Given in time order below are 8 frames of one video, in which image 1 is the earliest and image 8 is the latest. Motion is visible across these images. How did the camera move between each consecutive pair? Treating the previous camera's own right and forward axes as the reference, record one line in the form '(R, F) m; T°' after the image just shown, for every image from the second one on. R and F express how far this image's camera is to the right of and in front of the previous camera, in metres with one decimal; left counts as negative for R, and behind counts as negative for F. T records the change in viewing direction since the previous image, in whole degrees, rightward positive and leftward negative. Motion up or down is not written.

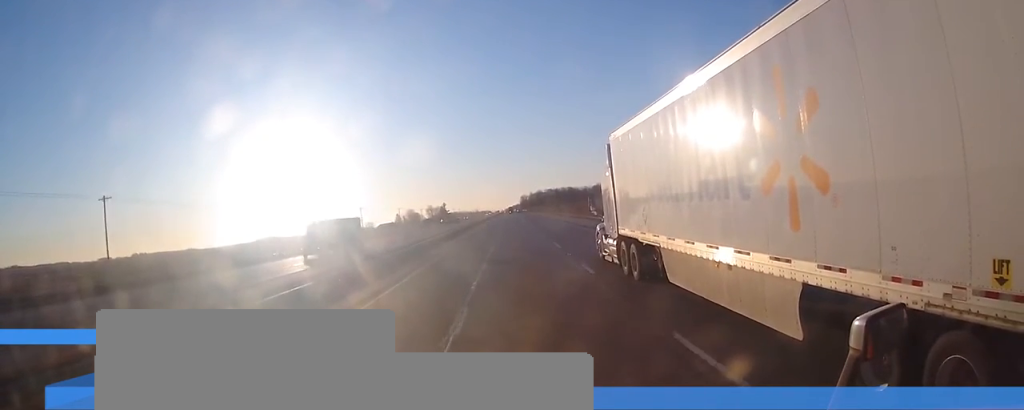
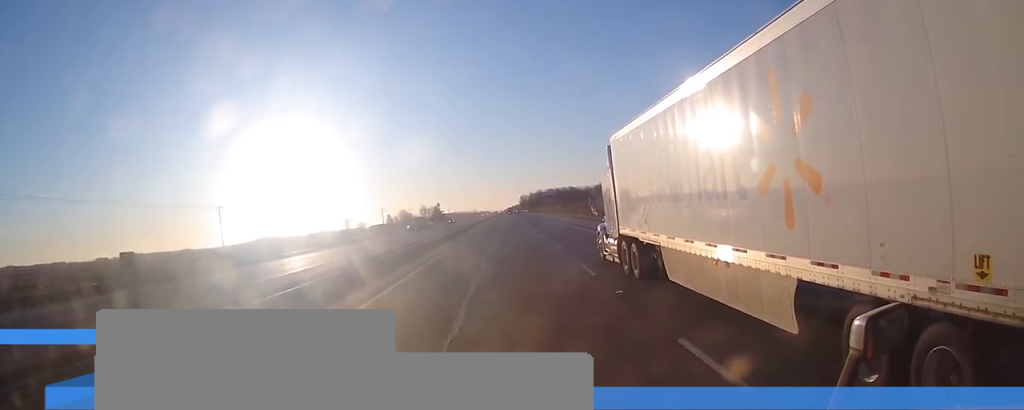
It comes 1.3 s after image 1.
(-0.4, +36.8) m; -1°
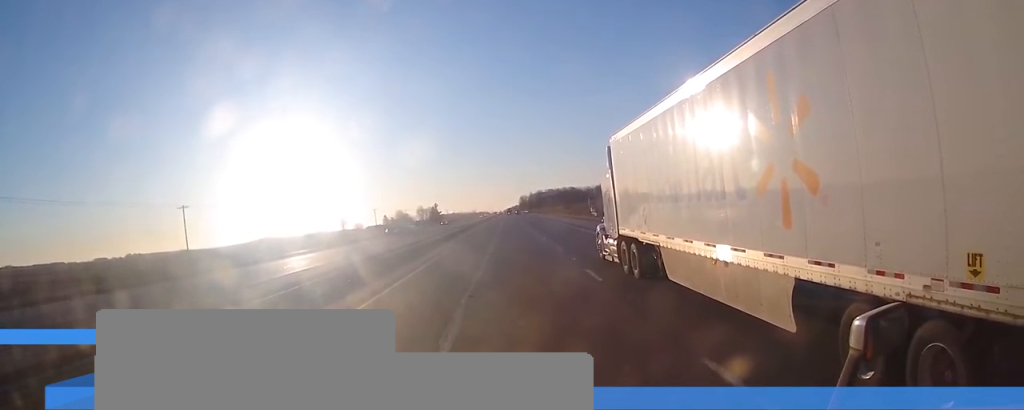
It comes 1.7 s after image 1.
(+0.1, +12.9) m; 0°
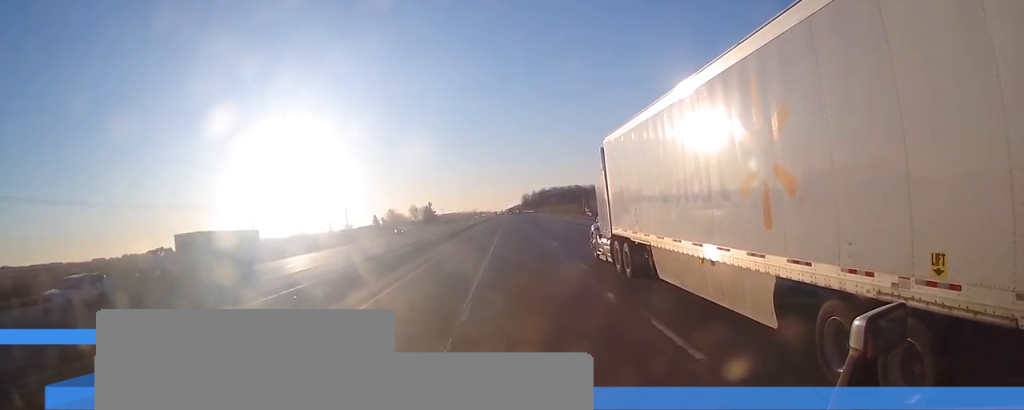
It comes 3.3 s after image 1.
(-0.1, +45.7) m; -1°
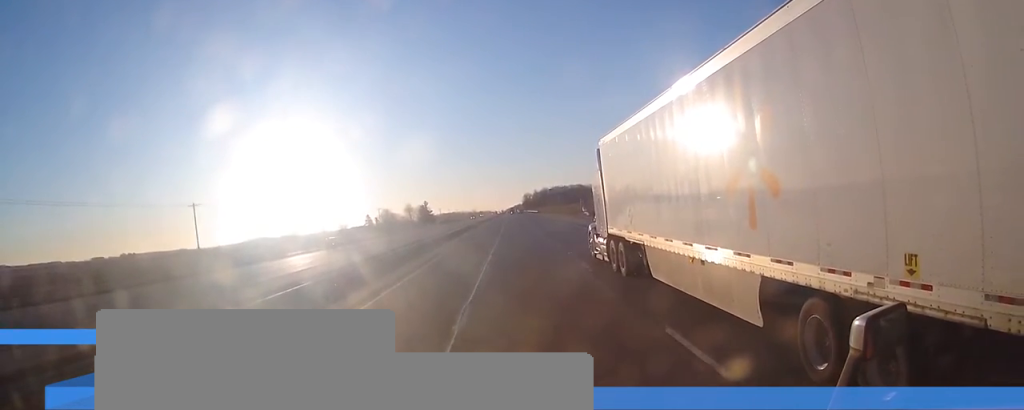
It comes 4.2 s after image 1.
(0.0, +24.8) m; 0°
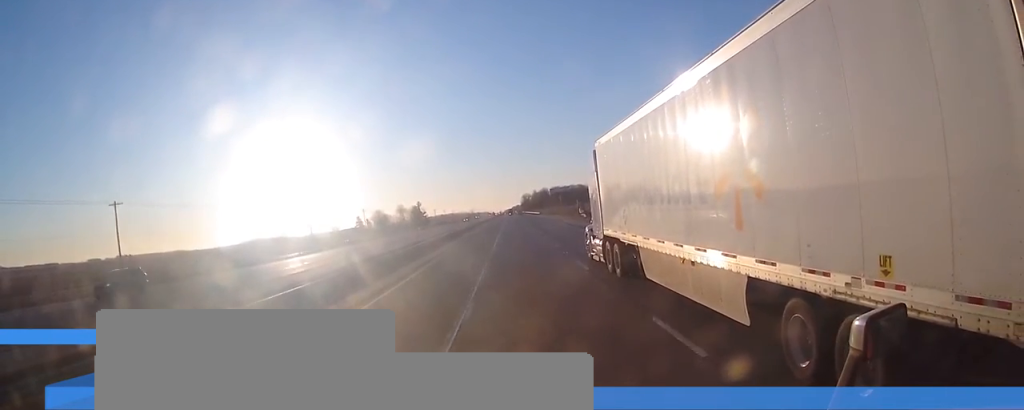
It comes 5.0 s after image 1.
(0.0, +23.8) m; 0°
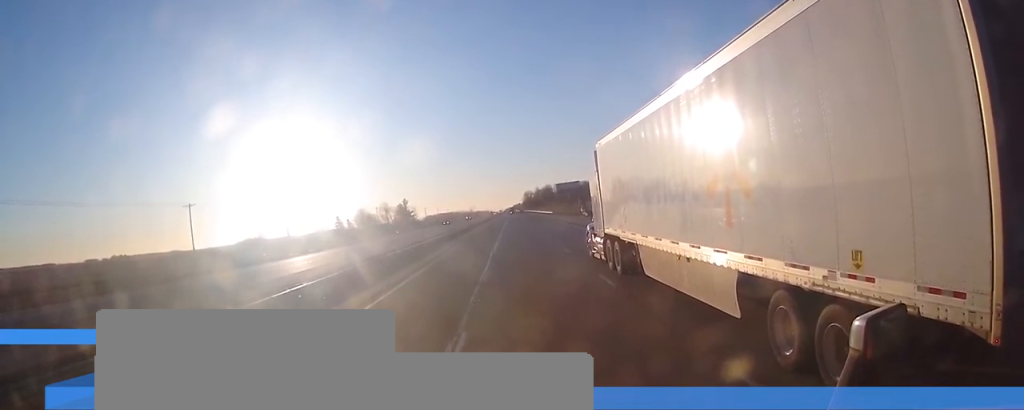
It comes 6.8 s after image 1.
(-0.3, +53.5) m; 0°
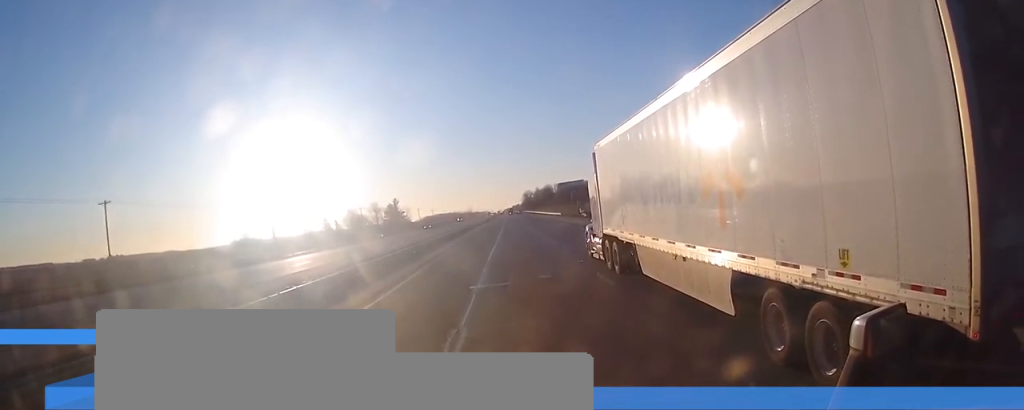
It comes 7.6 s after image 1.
(+0.1, +24.2) m; 0°
